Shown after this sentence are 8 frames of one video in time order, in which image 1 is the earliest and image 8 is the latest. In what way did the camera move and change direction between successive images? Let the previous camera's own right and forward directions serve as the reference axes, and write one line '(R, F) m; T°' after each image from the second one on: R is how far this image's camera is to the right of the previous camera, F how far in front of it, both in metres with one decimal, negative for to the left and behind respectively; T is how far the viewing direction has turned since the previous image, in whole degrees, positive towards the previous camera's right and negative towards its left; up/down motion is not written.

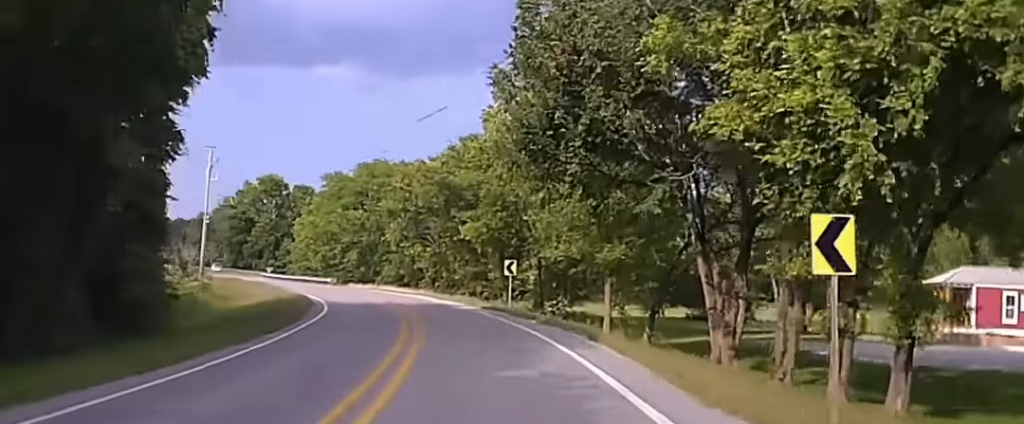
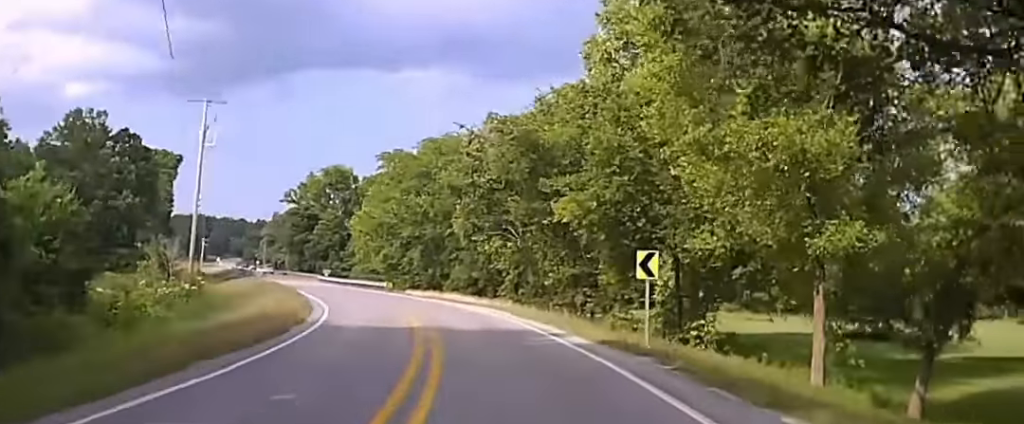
(-1.3, +25.6) m; -6°
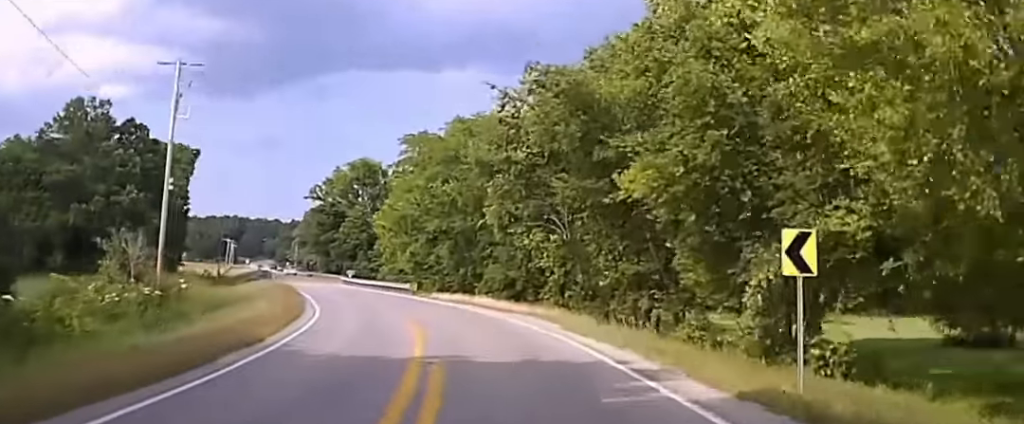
(-0.3, +13.5) m; -3°
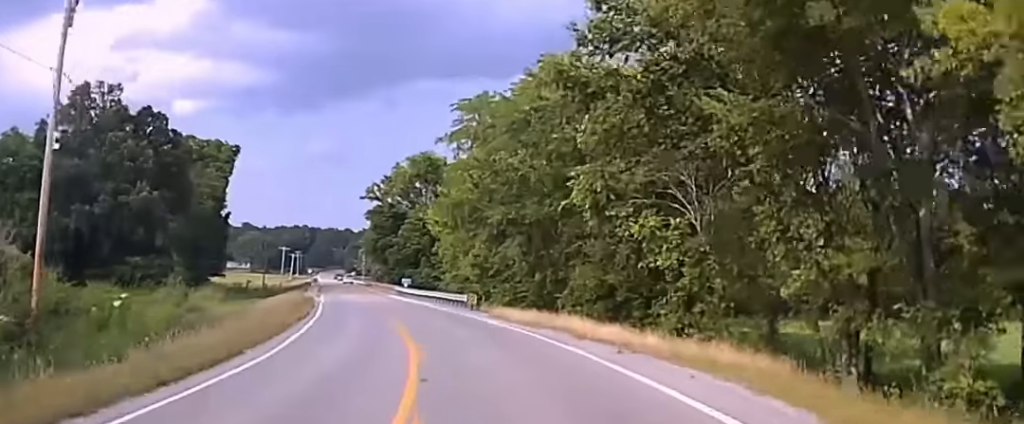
(-1.0, +23.6) m; -4°
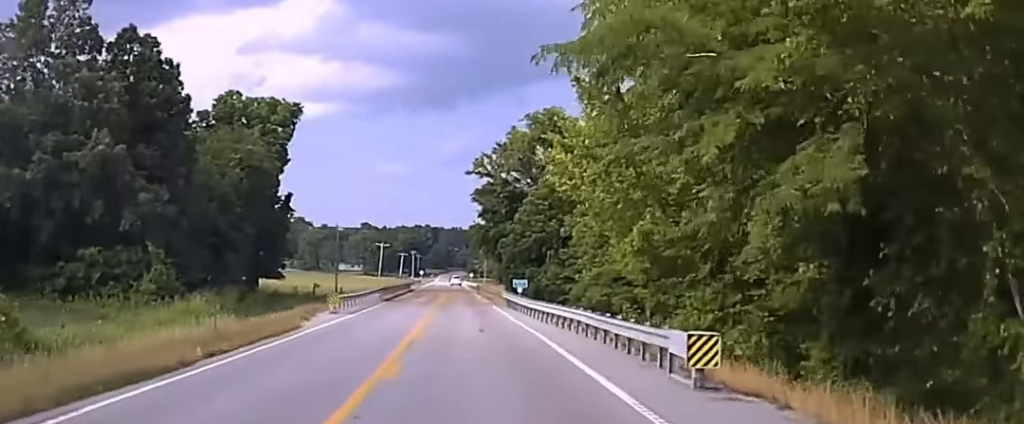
(-2.8, +45.1) m; -5°
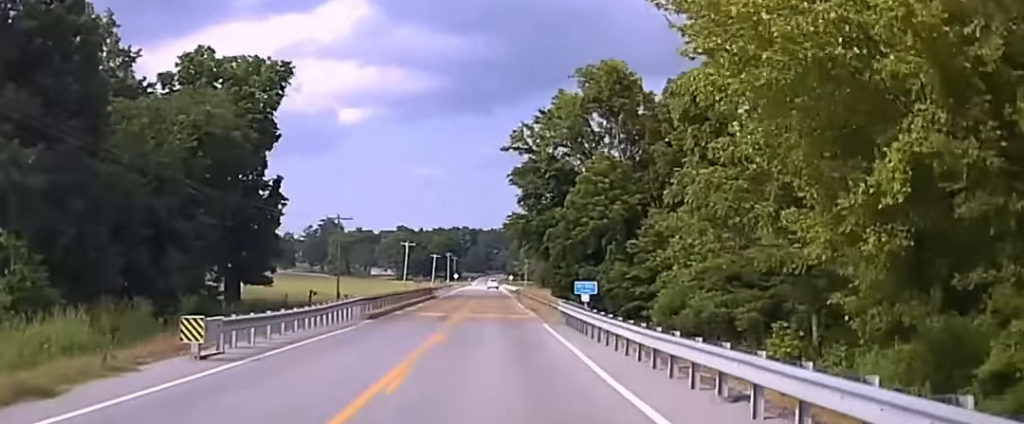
(-0.5, +26.8) m; -1°
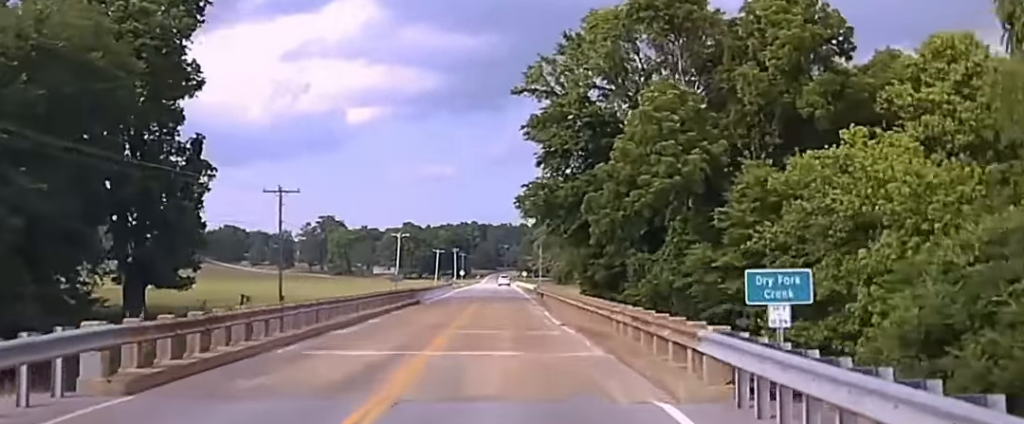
(-0.1, +26.6) m; -1°
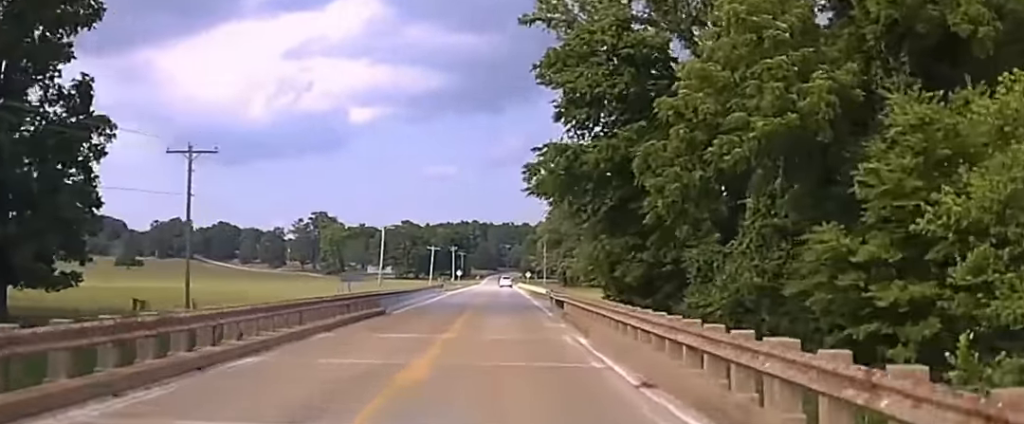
(-0.1, +17.5) m; 0°
